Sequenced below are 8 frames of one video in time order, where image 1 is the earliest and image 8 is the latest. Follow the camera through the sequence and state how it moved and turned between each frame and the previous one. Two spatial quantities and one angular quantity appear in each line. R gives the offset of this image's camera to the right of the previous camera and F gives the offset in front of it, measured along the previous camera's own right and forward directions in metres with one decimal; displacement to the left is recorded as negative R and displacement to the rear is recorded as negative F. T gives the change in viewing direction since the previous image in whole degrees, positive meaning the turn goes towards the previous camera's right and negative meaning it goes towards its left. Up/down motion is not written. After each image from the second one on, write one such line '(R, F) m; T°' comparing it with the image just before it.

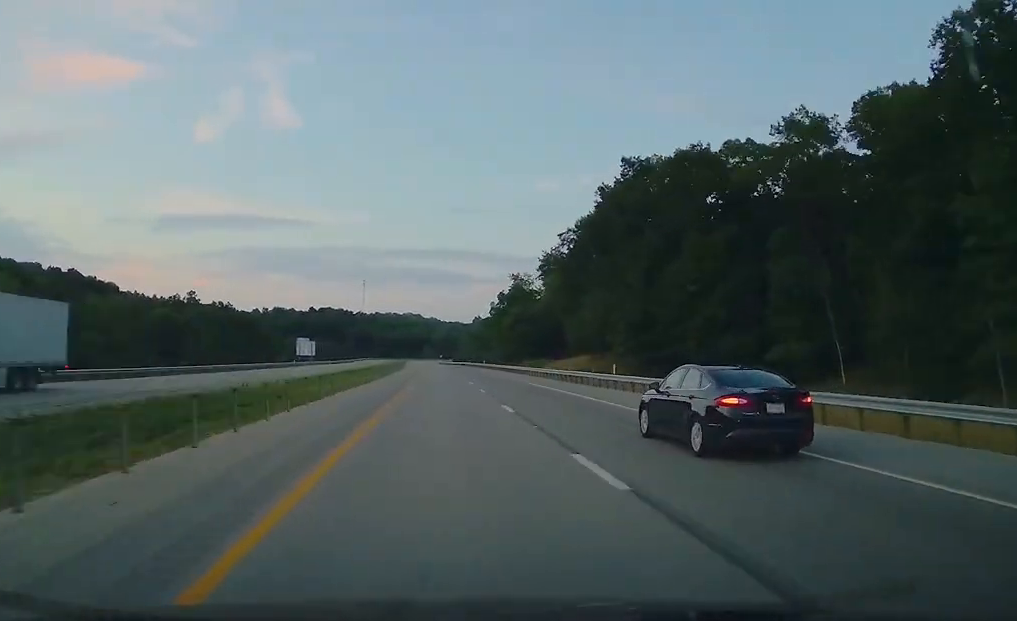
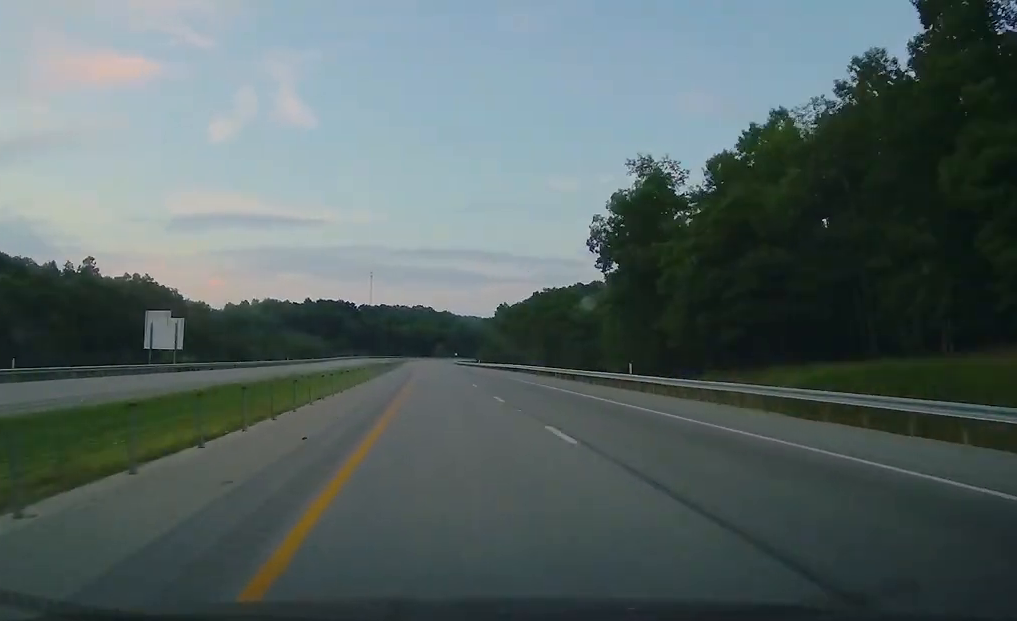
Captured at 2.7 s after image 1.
(-1.1, +90.6) m; -1°
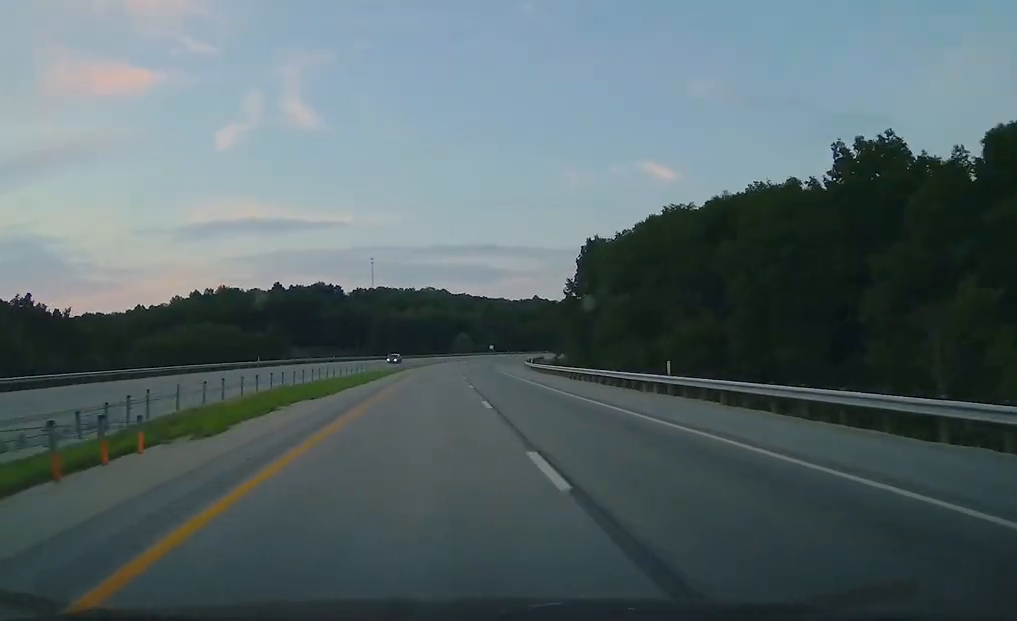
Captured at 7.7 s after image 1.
(-0.3, +169.2) m; +4°
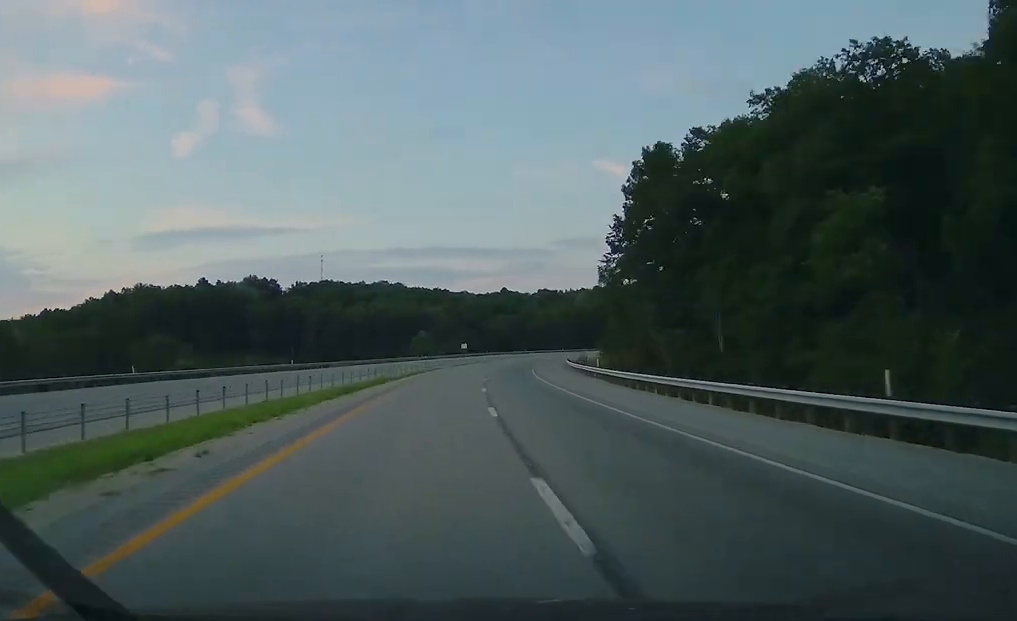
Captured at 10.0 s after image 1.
(-0.1, +73.9) m; +5°
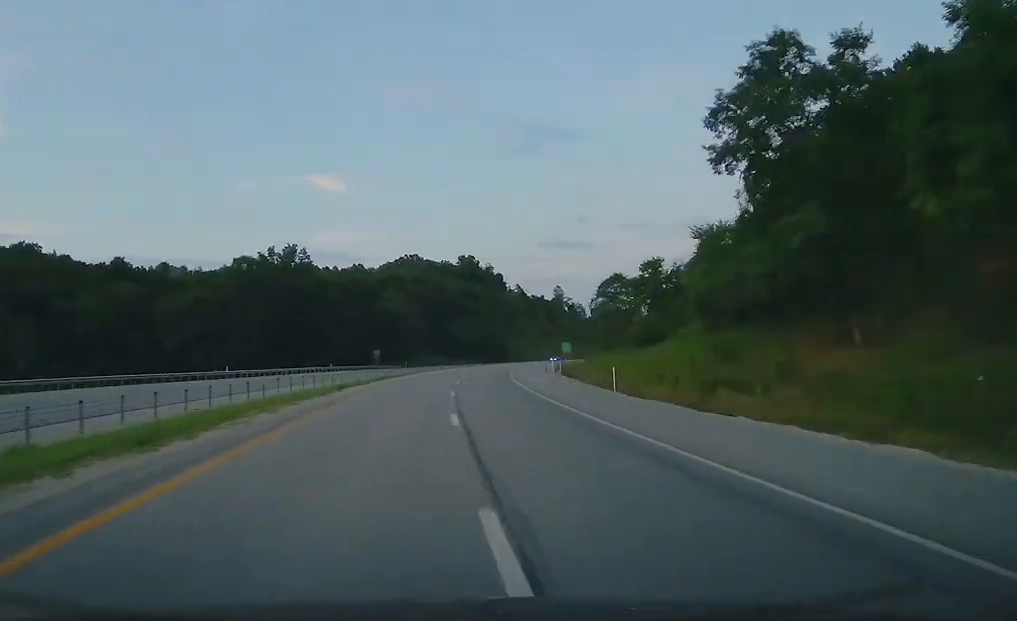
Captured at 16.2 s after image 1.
(+36.6, +187.9) m; +23°
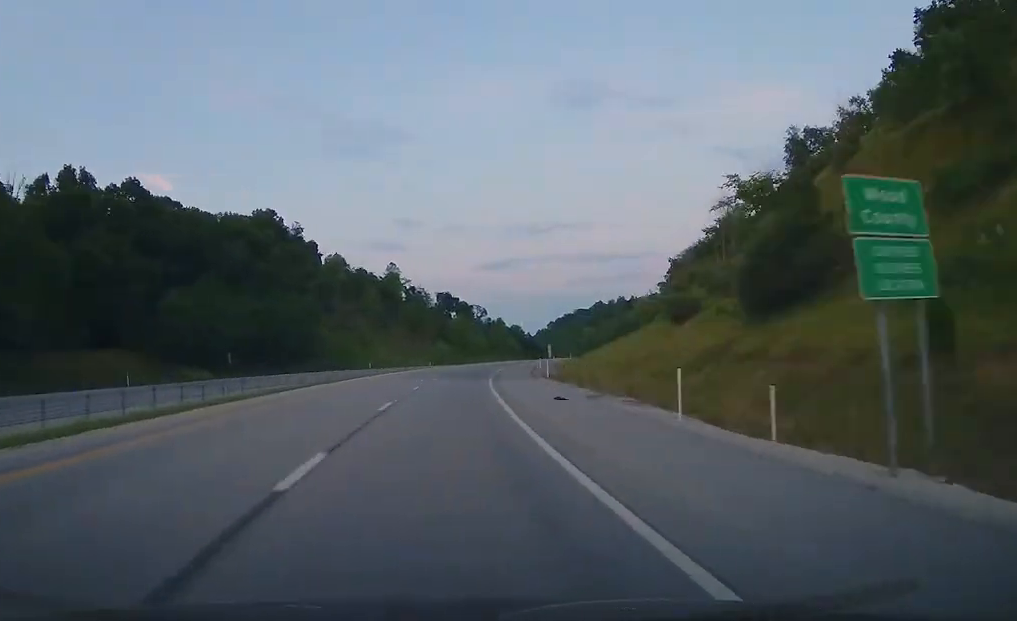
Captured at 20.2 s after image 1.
(+16.1, +119.1) m; +13°
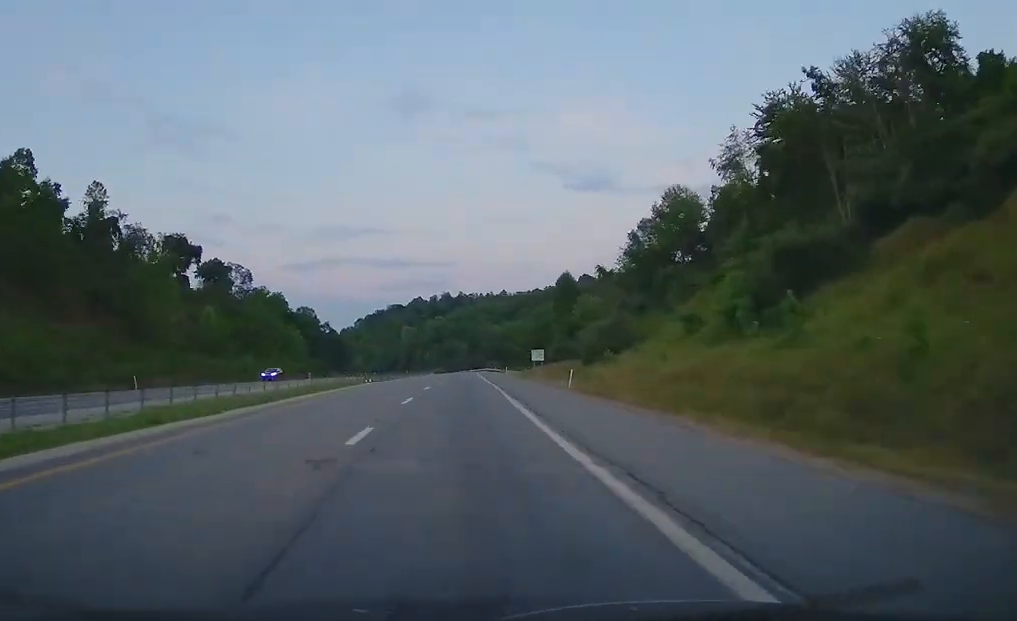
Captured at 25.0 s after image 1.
(+15.0, +135.8) m; +10°
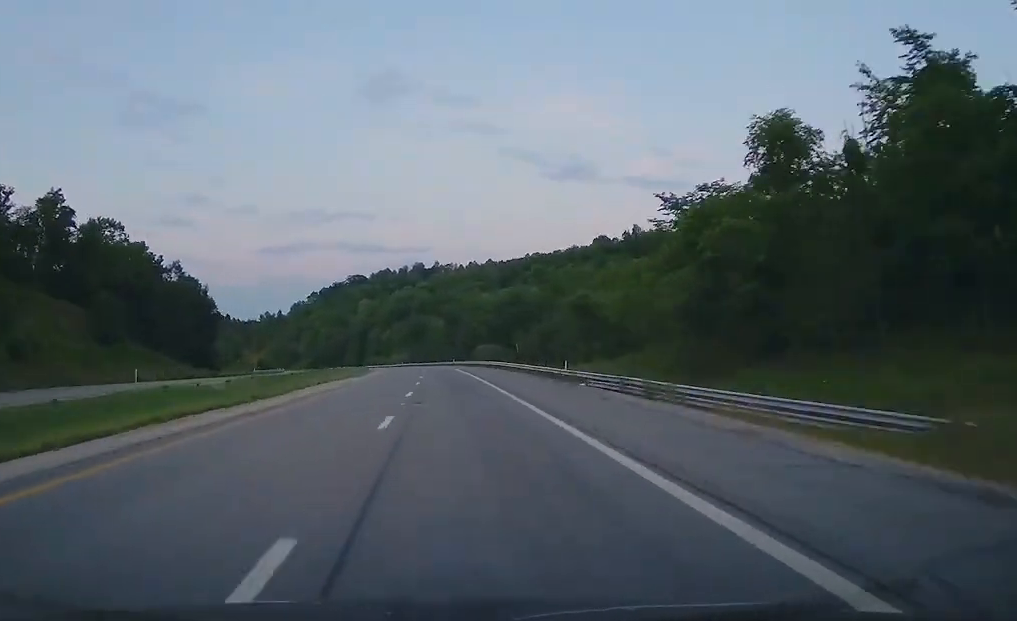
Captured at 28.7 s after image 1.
(+4.1, +91.4) m; +2°
